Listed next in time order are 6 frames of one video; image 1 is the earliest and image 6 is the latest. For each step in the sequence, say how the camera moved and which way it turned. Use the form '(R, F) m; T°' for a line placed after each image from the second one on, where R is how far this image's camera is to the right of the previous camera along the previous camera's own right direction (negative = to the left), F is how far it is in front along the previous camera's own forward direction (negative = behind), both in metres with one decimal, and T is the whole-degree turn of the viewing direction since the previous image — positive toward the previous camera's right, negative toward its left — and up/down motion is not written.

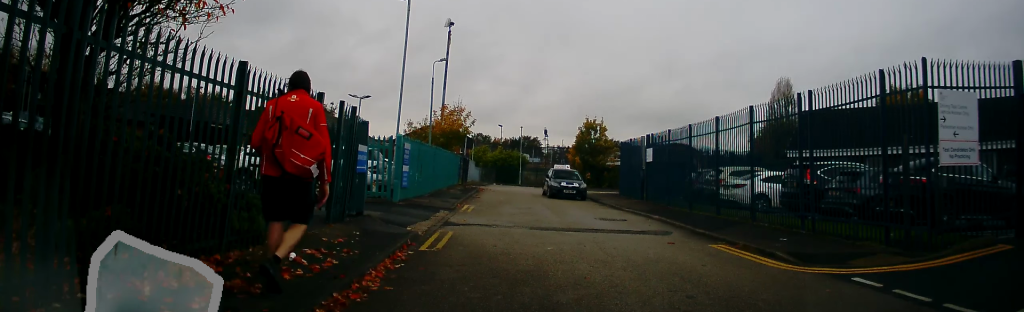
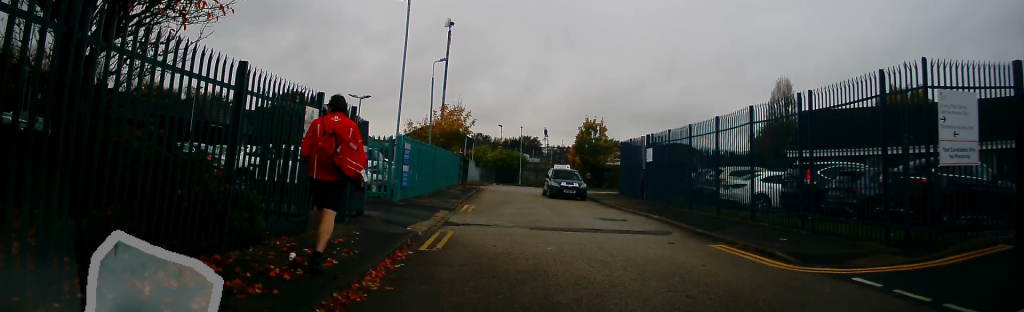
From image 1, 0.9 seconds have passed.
(0.0, 0.0) m; 0°
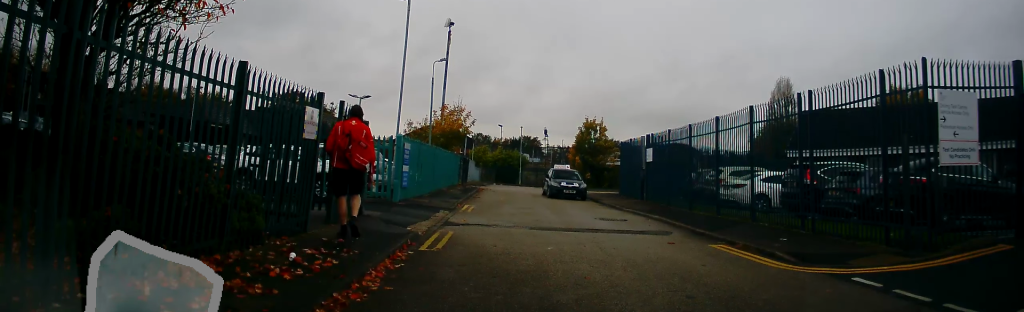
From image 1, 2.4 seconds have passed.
(0.0, 0.0) m; 0°
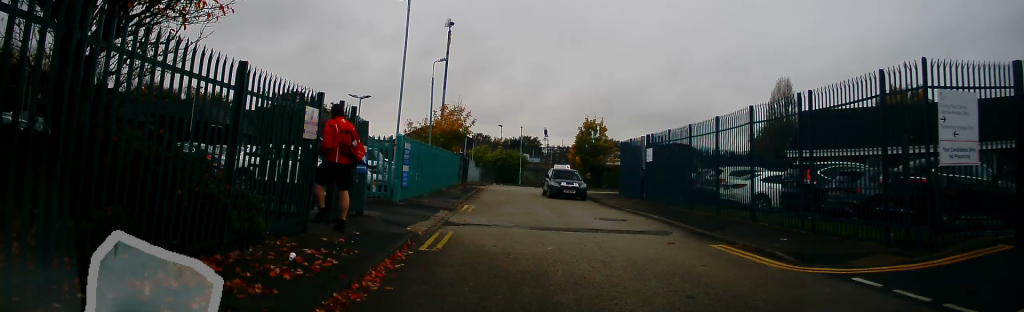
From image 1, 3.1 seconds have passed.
(0.0, 0.0) m; 0°
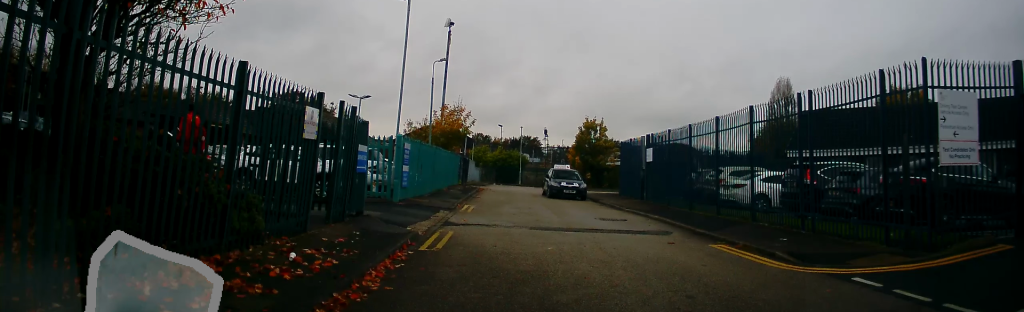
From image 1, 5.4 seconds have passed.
(0.0, 0.0) m; 0°
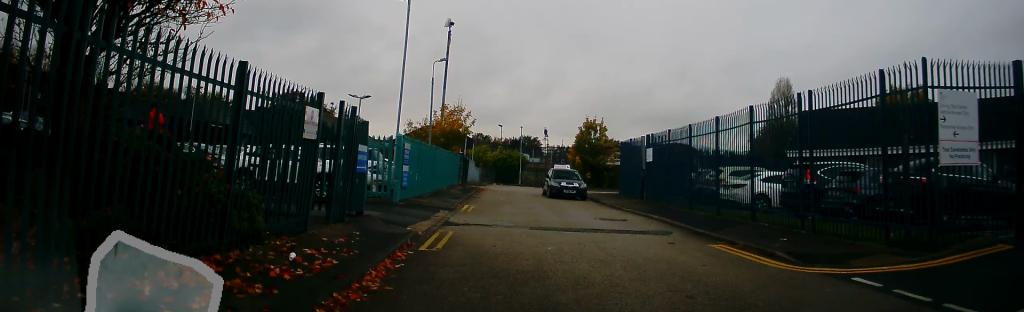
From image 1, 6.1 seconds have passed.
(0.0, 0.0) m; 0°
